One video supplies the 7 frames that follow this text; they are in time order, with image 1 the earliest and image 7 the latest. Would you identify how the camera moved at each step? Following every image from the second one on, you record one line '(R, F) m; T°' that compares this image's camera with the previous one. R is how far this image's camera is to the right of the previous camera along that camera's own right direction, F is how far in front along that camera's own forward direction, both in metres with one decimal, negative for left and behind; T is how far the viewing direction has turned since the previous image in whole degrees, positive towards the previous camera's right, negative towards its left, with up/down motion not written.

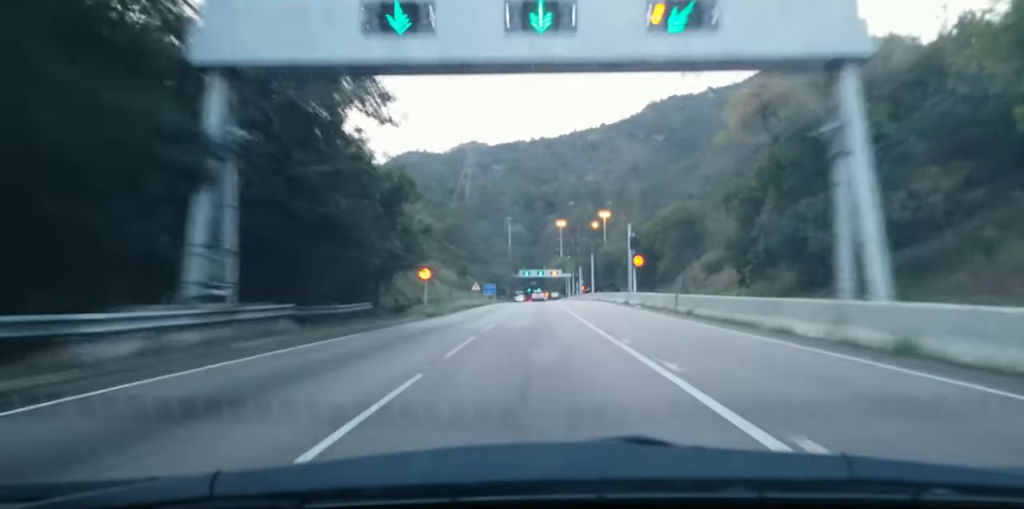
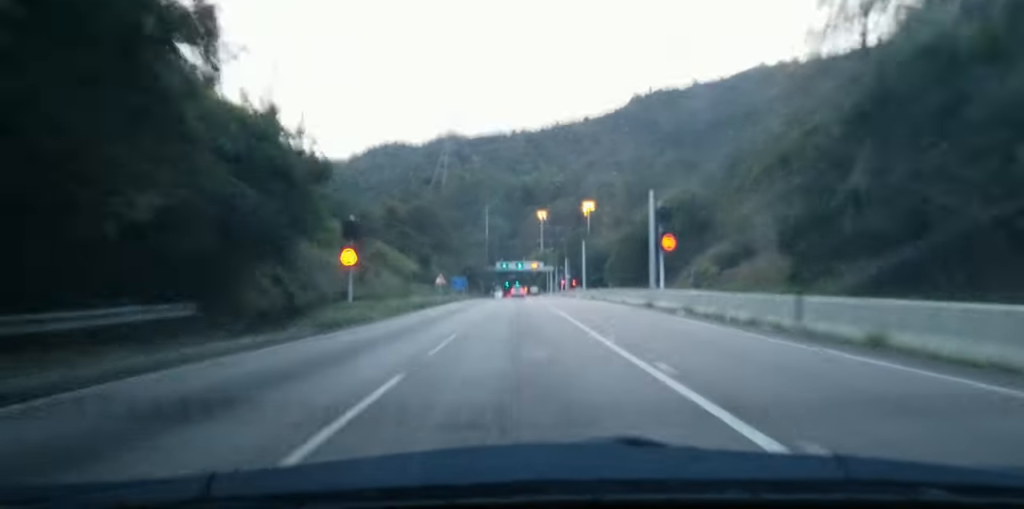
(0.0, +17.8) m; +1°
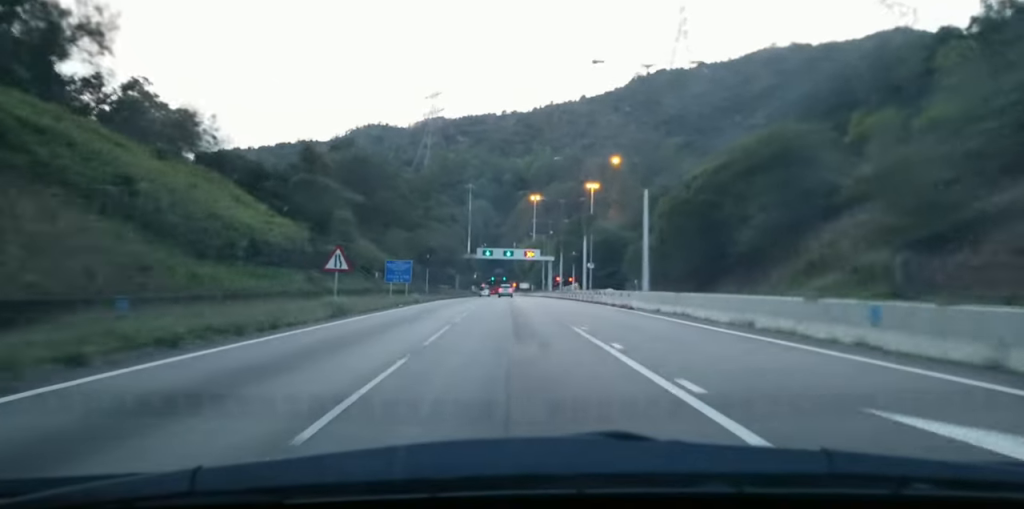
(+1.0, +43.5) m; +1°
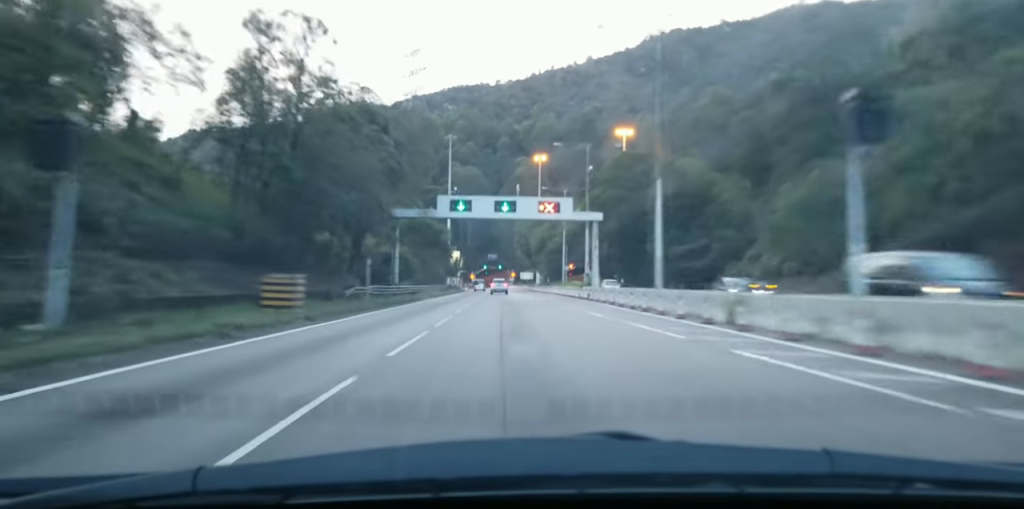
(+1.1, +64.7) m; 0°
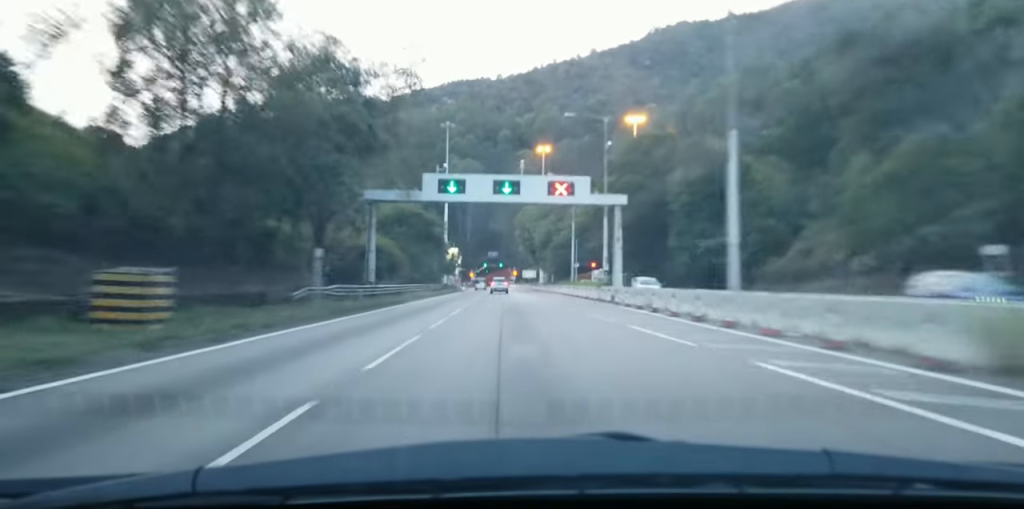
(-0.1, +10.7) m; -1°
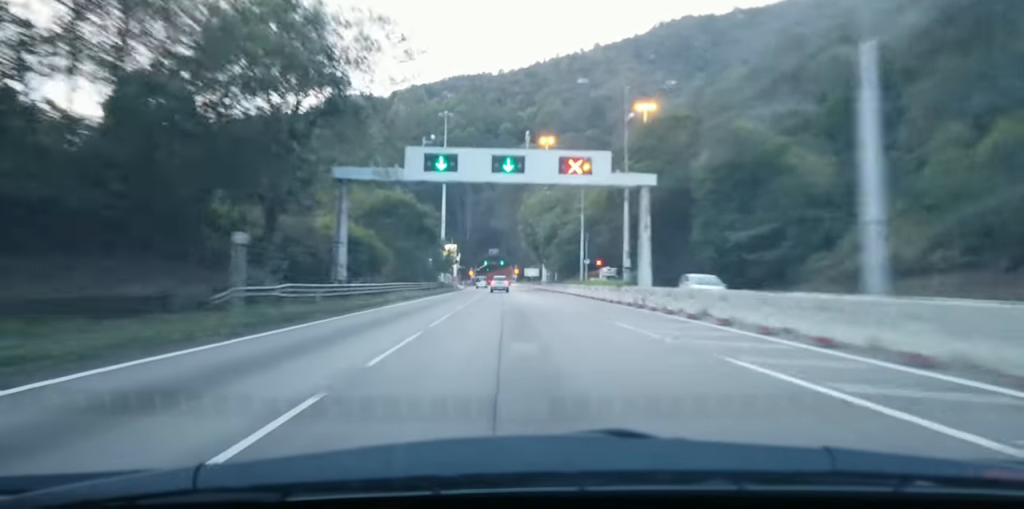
(-0.1, +9.6) m; 0°
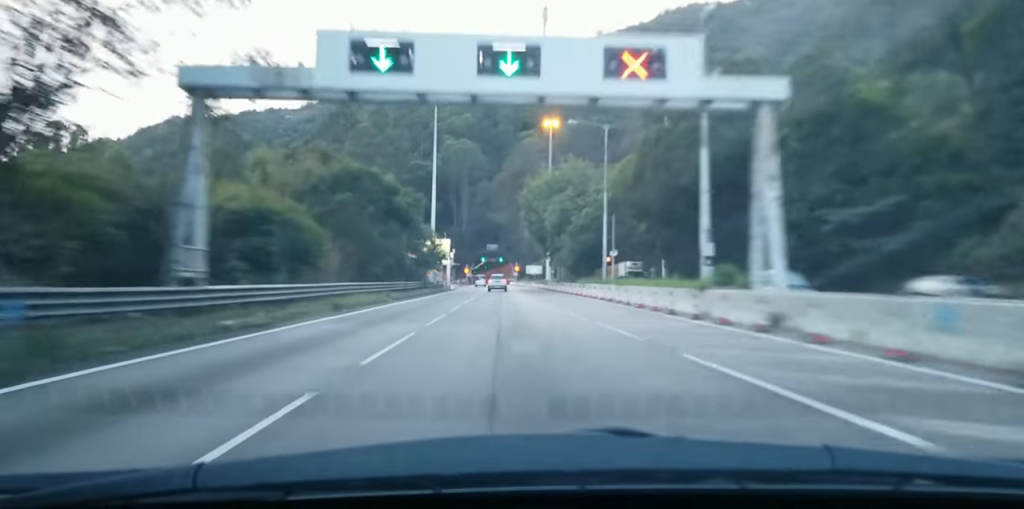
(-0.1, +17.9) m; 0°
